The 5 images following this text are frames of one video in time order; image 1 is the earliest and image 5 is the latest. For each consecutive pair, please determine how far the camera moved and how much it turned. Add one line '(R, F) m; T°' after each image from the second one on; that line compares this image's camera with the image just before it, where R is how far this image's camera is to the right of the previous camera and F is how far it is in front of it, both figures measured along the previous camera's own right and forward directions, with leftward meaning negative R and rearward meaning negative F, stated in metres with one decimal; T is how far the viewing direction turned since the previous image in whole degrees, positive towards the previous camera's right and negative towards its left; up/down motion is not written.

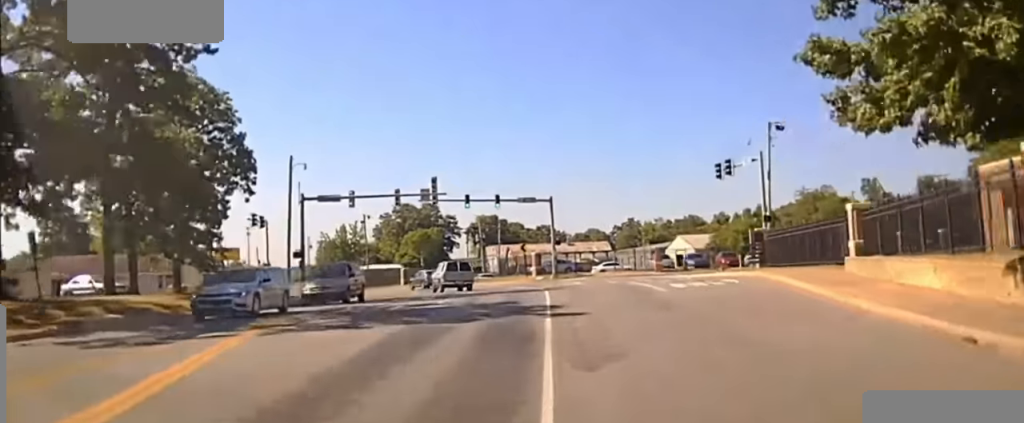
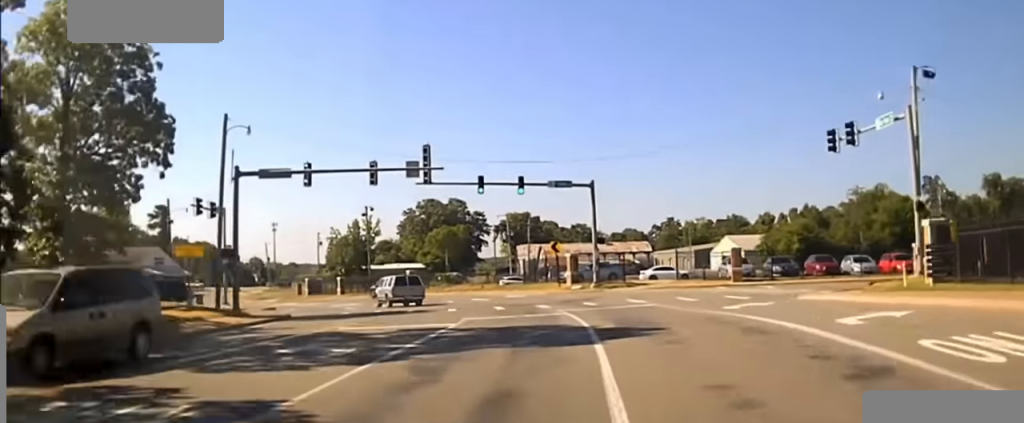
(-0.3, +20.4) m; -2°
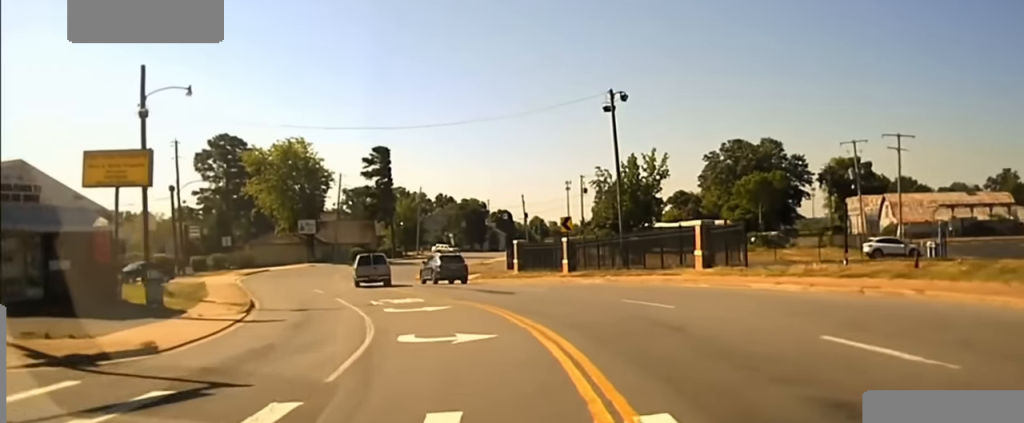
(-4.8, +62.4) m; -15°
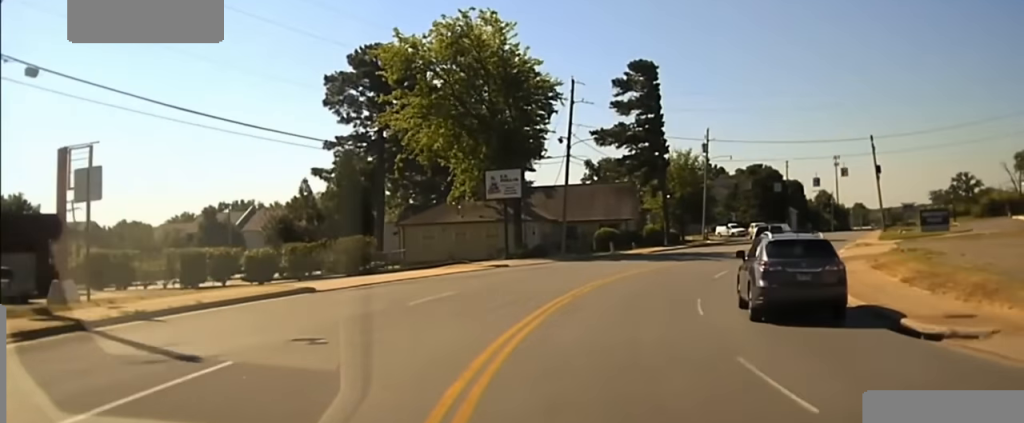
(-14.7, +55.9) m; -21°
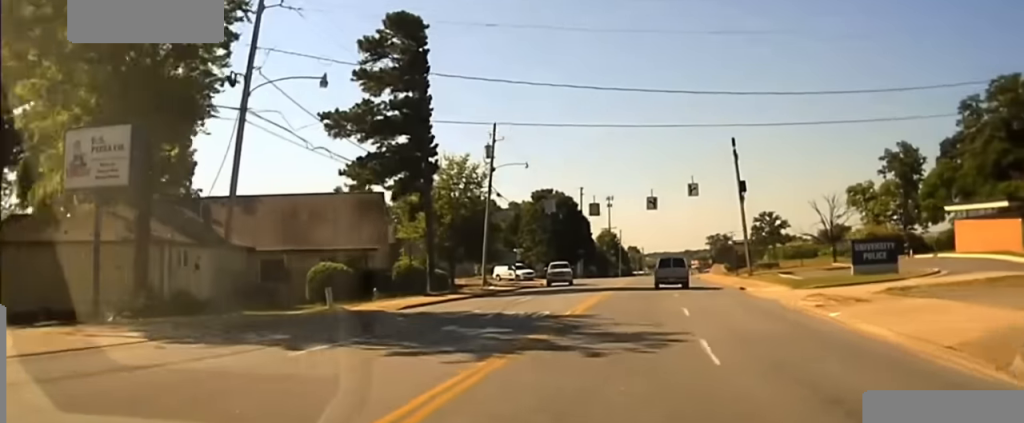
(+0.7, +23.3) m; +8°
